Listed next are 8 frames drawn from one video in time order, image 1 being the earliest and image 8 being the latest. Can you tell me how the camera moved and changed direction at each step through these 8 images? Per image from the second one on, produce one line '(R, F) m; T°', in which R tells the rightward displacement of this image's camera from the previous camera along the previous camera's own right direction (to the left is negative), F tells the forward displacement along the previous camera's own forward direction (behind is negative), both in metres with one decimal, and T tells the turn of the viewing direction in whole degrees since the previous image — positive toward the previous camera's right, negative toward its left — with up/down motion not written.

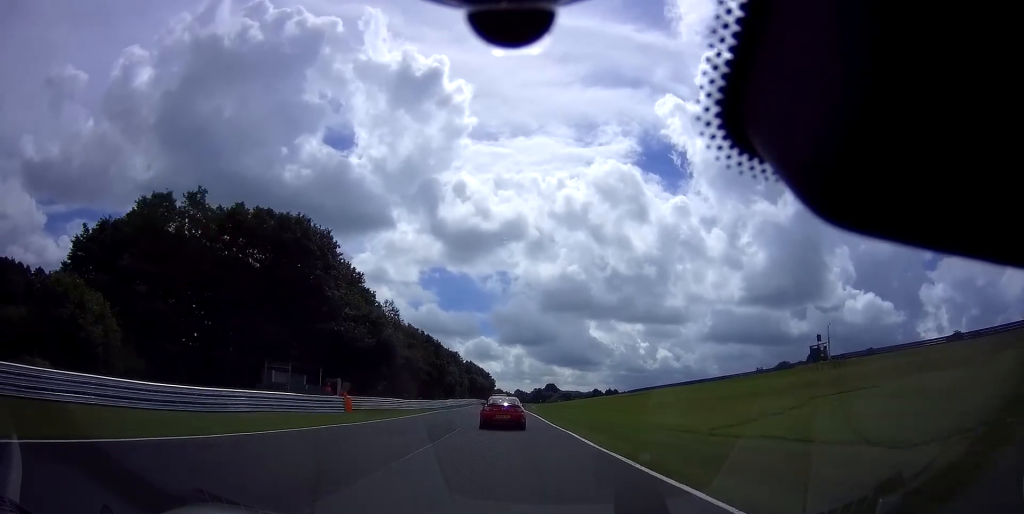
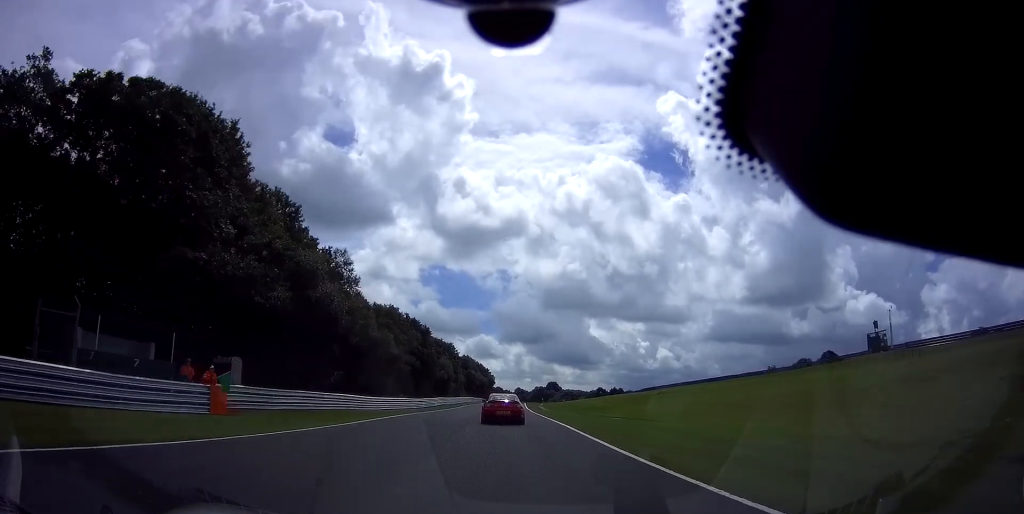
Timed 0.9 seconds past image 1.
(-0.2, +17.4) m; 0°
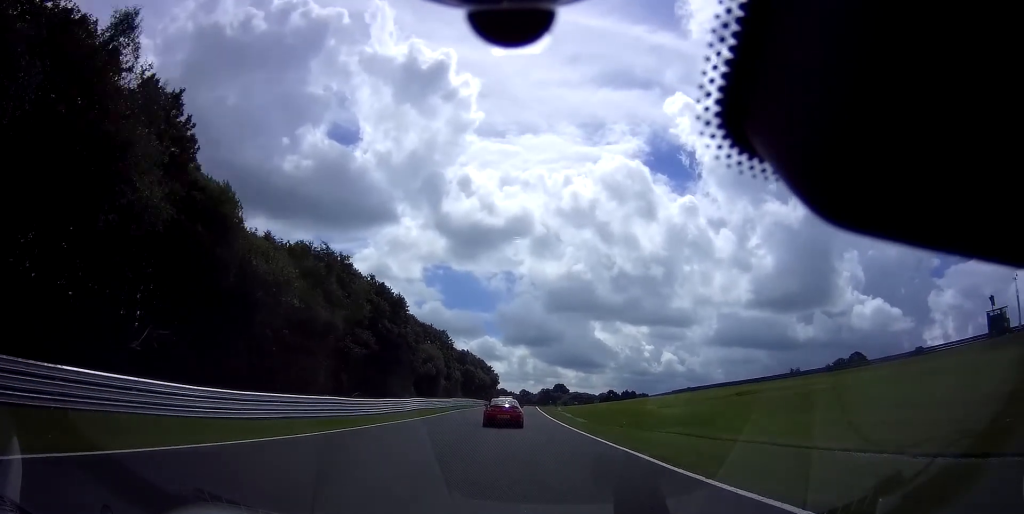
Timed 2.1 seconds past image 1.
(+0.2, +25.2) m; 0°
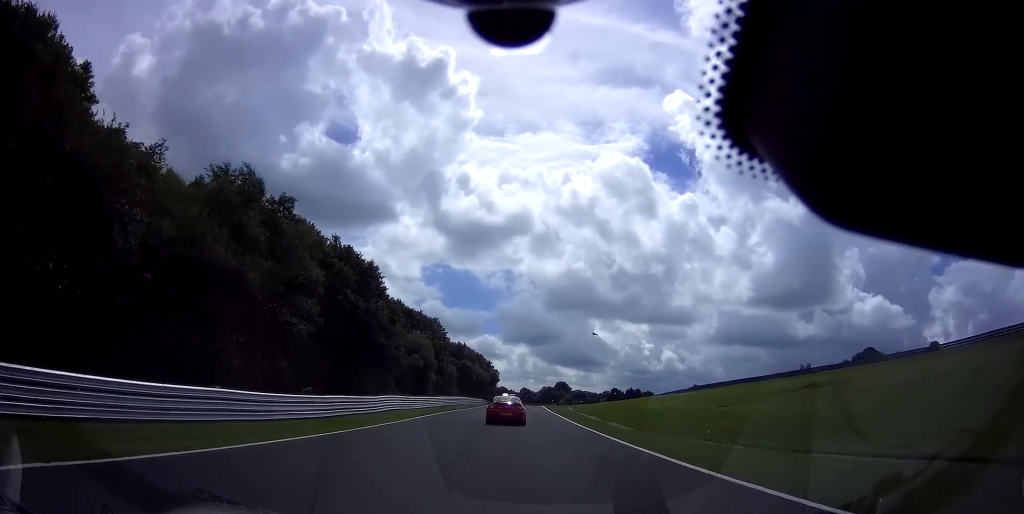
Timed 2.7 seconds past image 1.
(0.0, +12.6) m; 0°
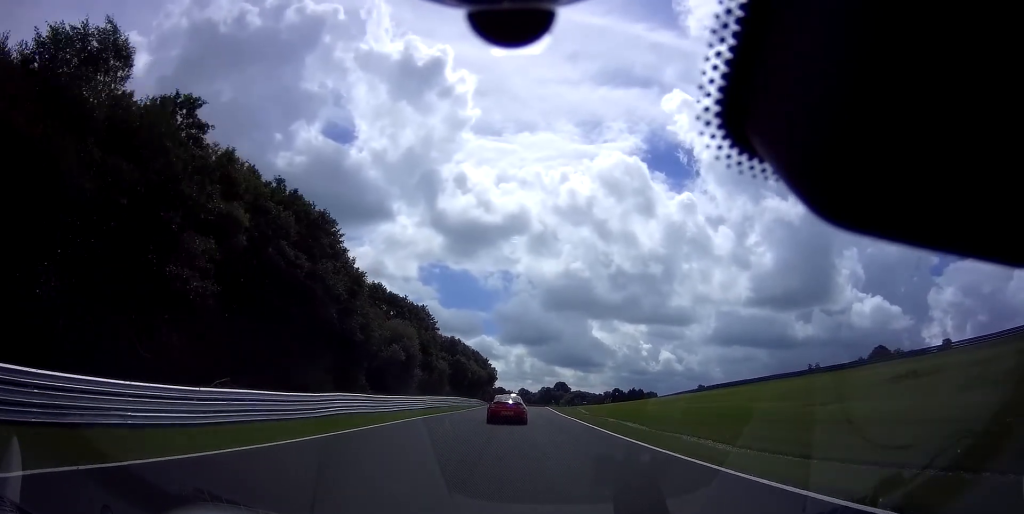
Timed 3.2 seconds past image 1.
(-0.1, +11.7) m; 0°
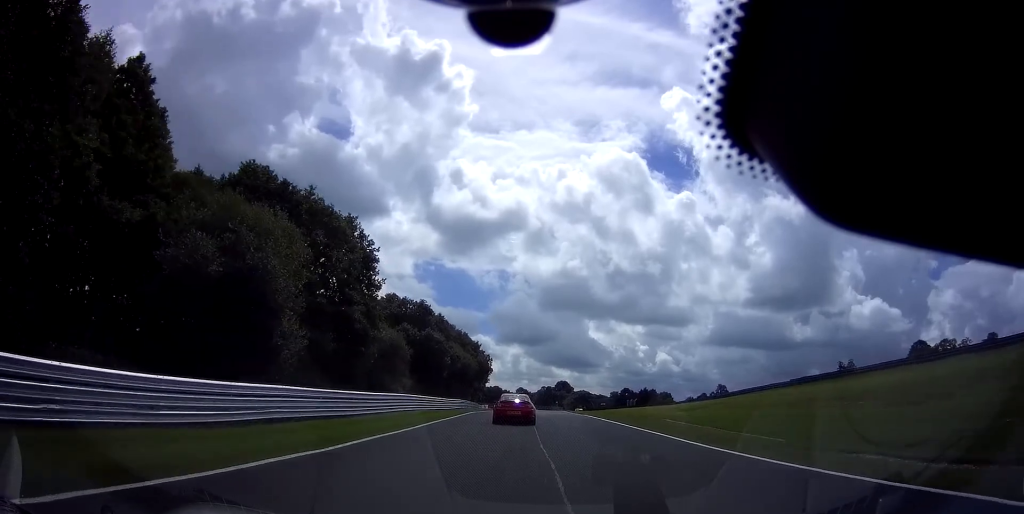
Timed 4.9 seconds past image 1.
(+0.3, +35.8) m; +1°
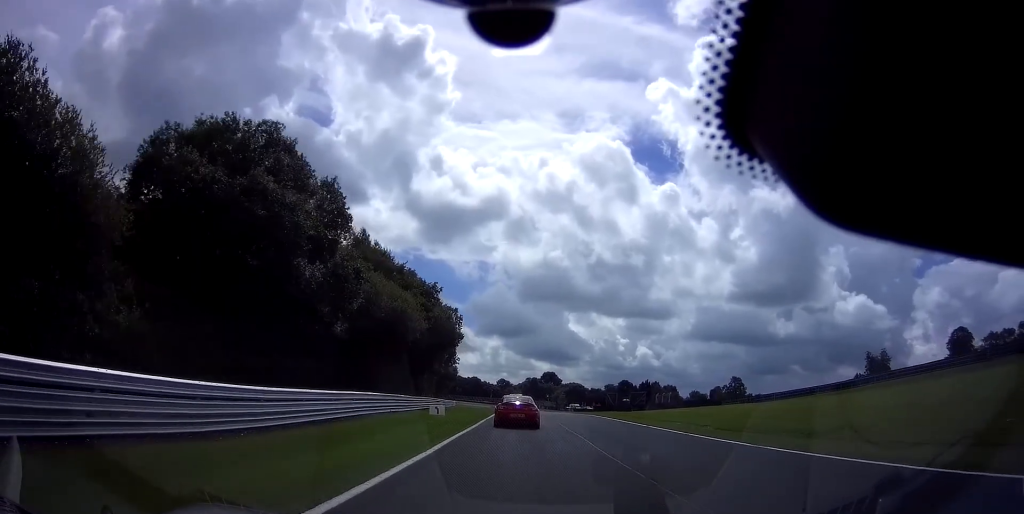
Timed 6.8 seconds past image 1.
(+0.4, +41.4) m; +2°
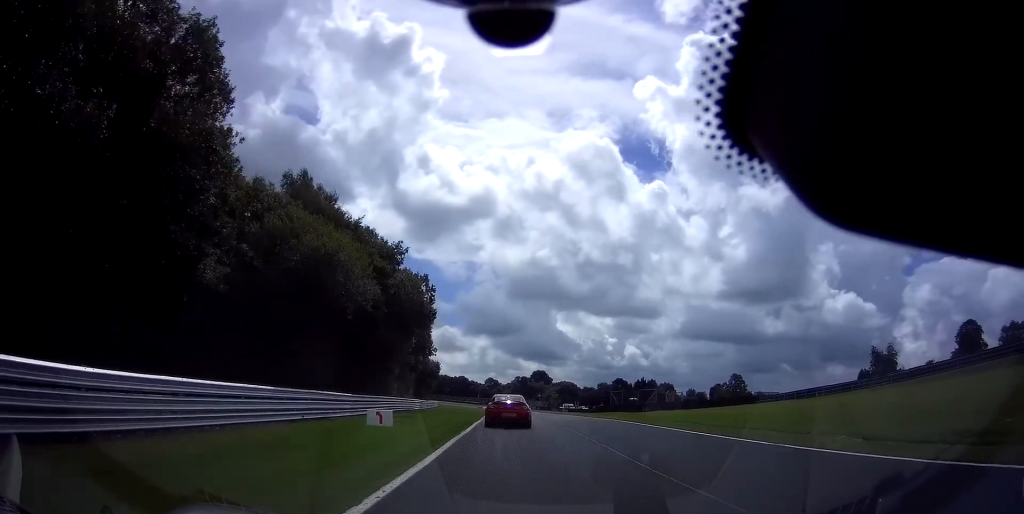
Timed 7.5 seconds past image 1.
(+0.1, +12.8) m; +1°
